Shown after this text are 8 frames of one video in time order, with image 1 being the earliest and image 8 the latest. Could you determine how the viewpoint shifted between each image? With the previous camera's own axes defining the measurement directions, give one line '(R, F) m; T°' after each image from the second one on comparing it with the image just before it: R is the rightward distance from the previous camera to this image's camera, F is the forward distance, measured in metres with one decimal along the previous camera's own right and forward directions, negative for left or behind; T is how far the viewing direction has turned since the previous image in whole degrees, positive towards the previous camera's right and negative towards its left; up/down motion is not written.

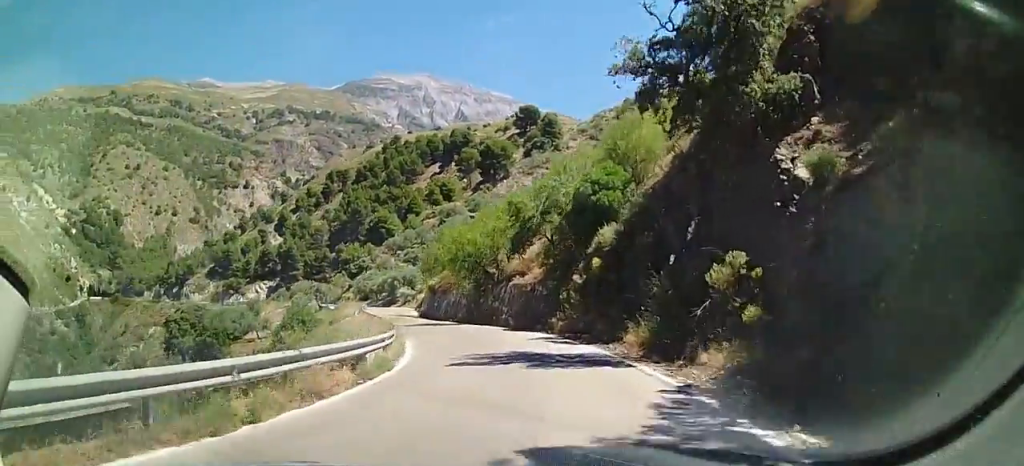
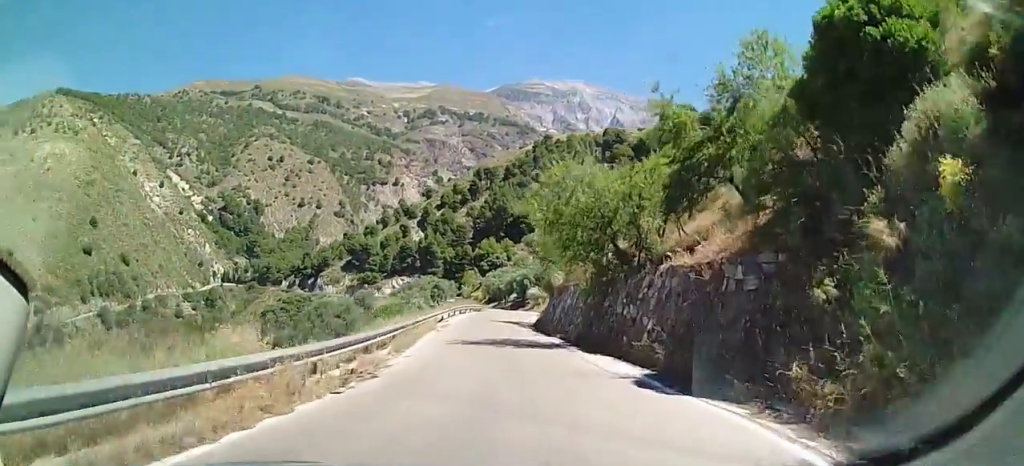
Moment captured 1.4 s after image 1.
(-1.0, +16.8) m; -9°
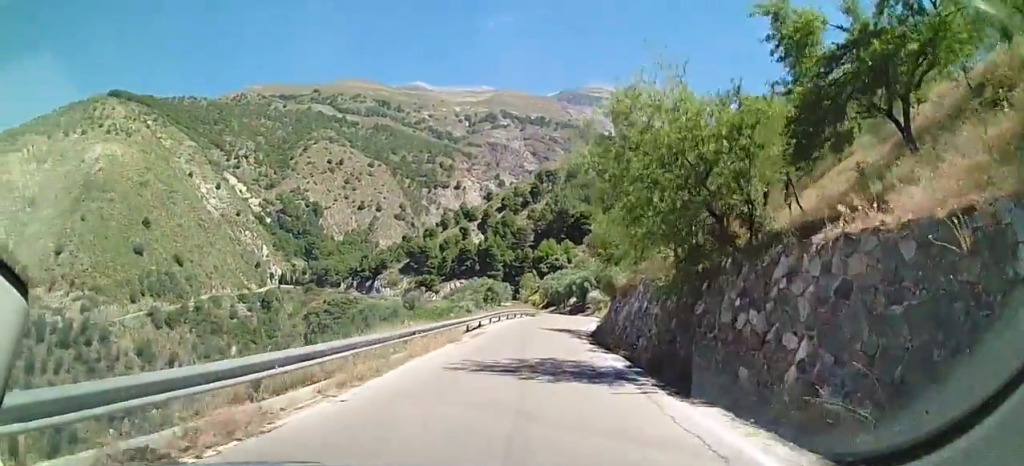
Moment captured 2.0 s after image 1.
(-0.4, +7.1) m; -4°
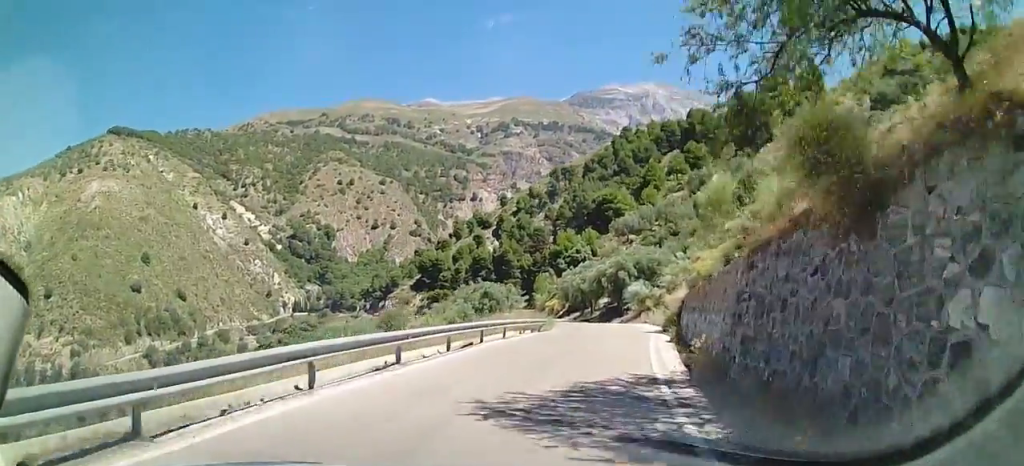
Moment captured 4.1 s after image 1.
(-3.9, +26.2) m; -12°
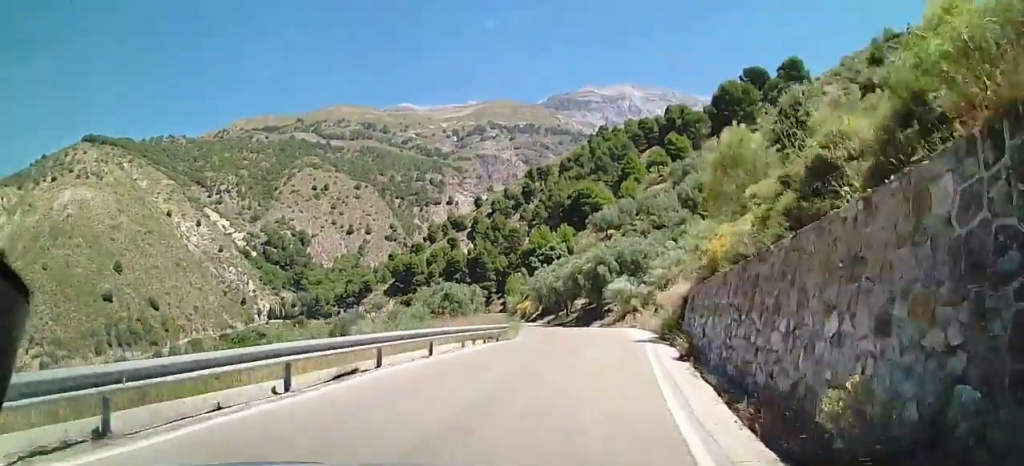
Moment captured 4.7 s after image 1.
(+0.2, +8.4) m; +2°
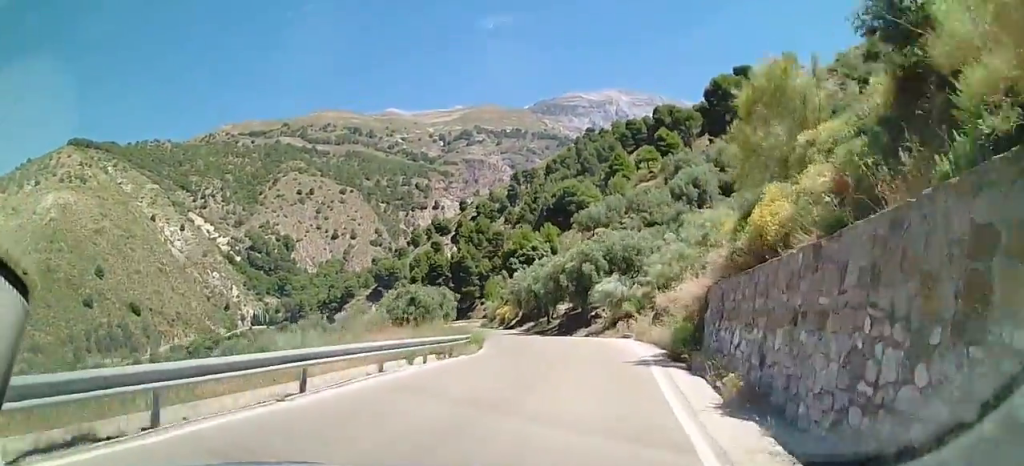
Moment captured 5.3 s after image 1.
(+0.2, +7.2) m; +2°
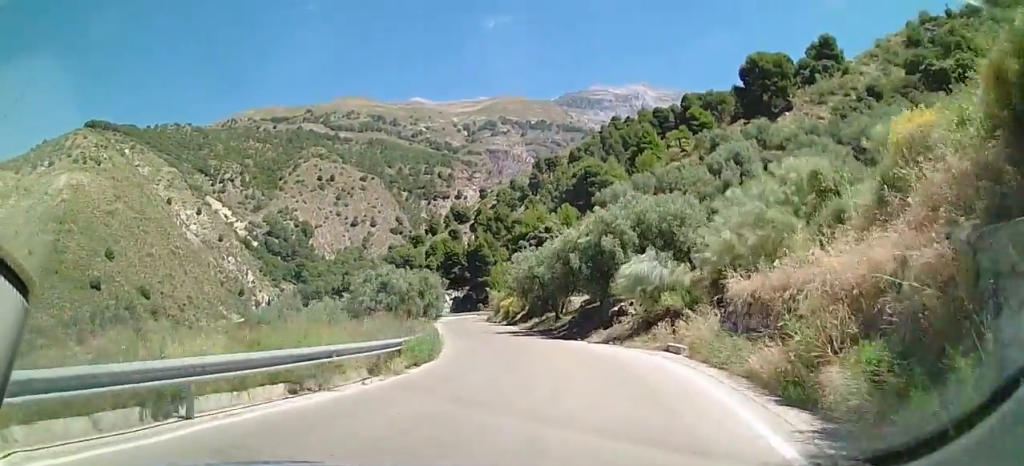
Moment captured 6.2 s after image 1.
(+0.2, +12.0) m; -4°
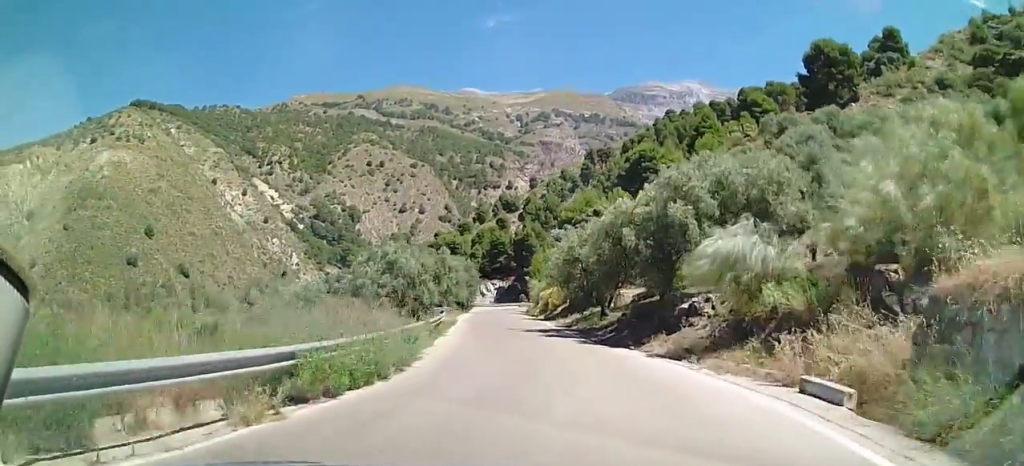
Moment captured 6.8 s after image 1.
(-0.6, +7.9) m; -4°
